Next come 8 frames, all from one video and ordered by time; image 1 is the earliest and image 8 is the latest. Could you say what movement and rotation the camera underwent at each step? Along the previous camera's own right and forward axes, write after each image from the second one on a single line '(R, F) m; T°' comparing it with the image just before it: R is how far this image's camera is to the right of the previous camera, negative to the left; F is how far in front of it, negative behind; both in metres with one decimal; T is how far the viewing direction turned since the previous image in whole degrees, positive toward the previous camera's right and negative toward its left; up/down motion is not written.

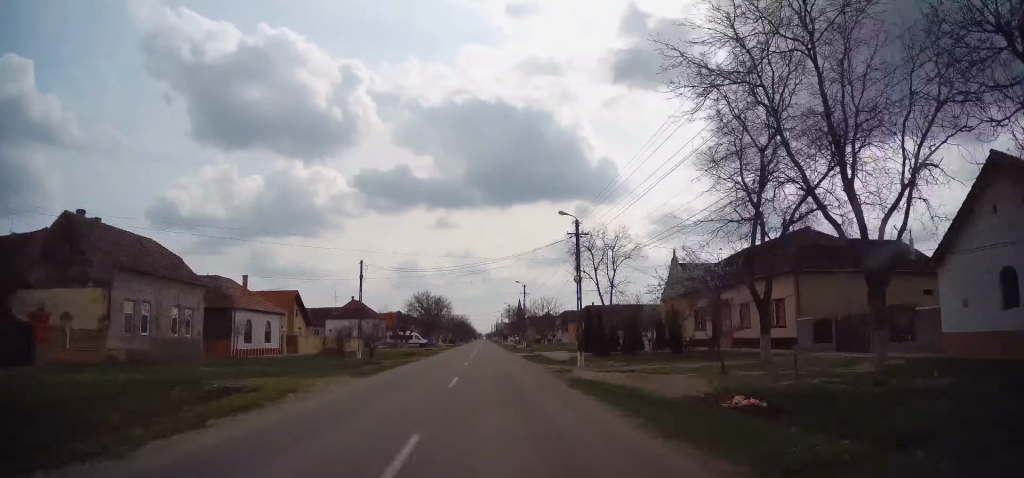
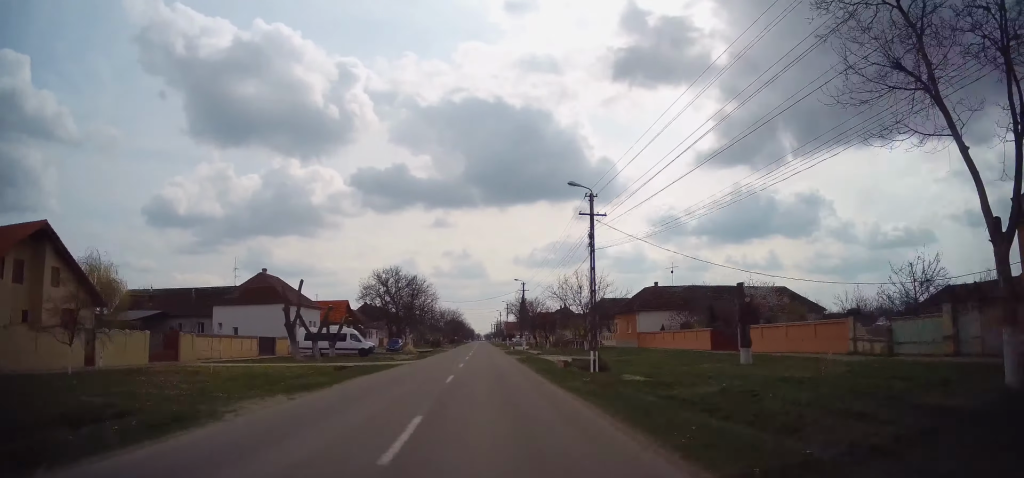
(+0.2, +43.9) m; 0°
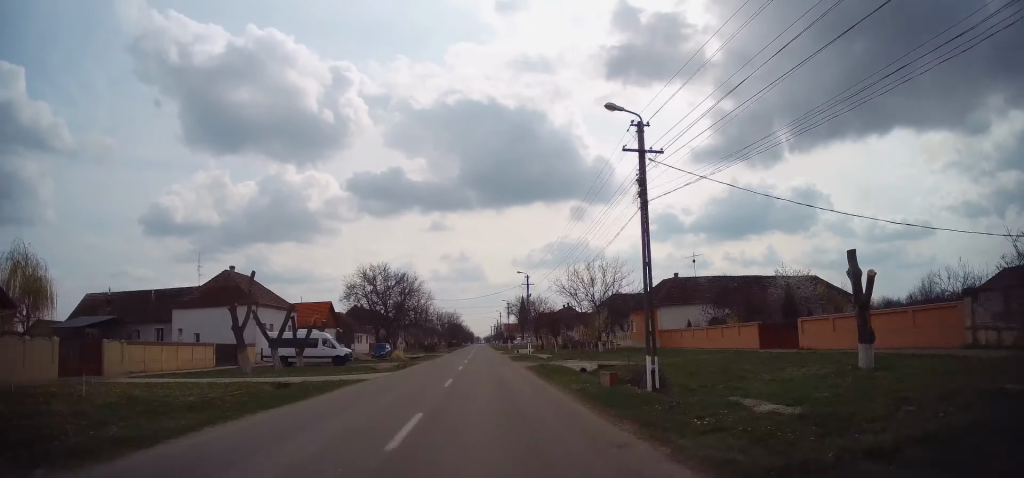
(0.0, +8.4) m; 0°
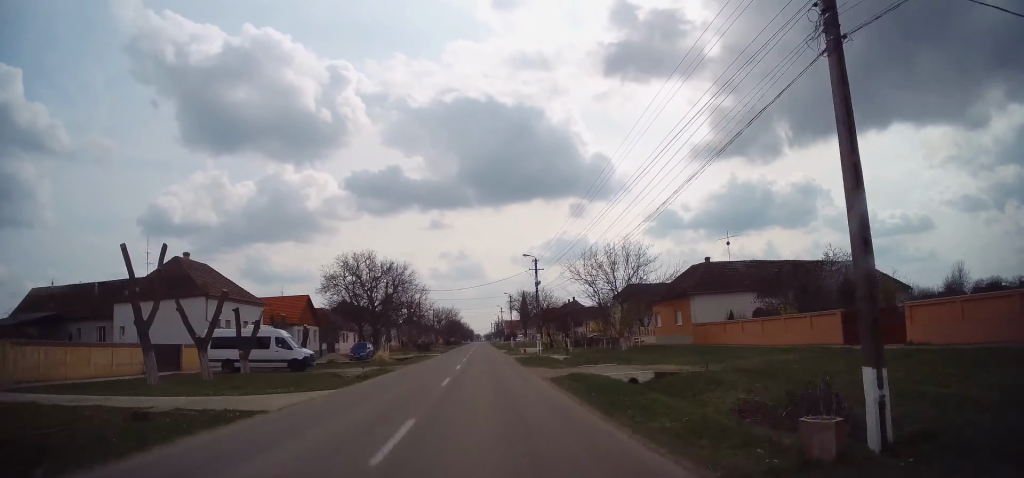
(0.0, +9.6) m; 0°
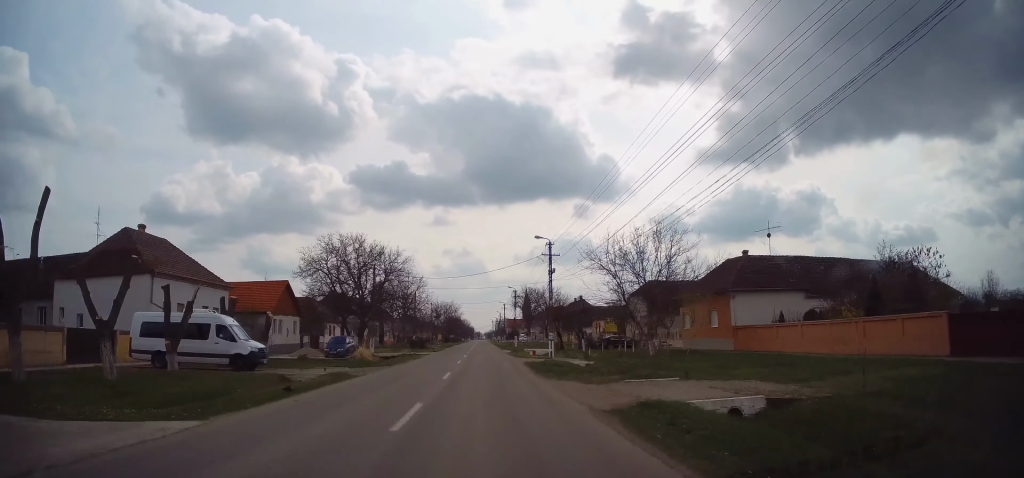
(0.0, +7.8) m; -1°
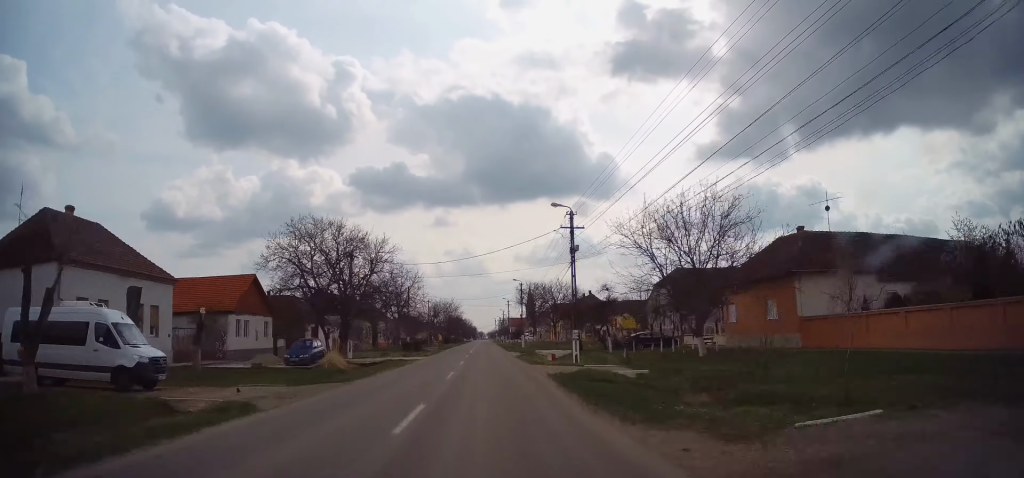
(0.0, +9.0) m; 0°
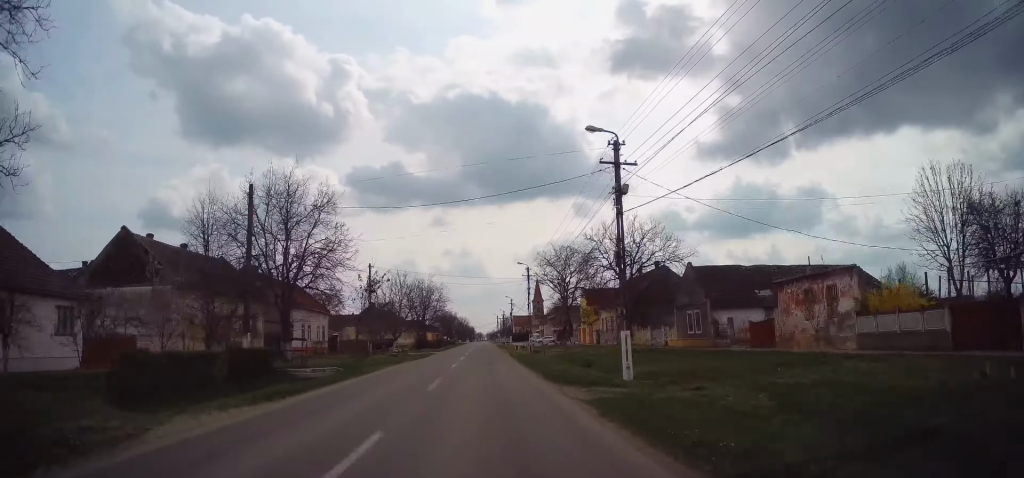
(+0.3, +49.3) m; +1°
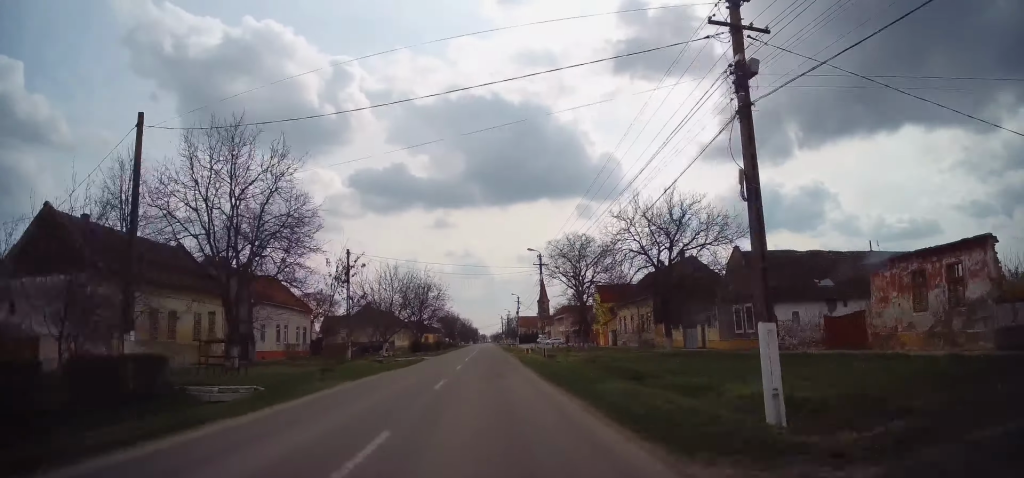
(0.0, +8.8) m; 0°
